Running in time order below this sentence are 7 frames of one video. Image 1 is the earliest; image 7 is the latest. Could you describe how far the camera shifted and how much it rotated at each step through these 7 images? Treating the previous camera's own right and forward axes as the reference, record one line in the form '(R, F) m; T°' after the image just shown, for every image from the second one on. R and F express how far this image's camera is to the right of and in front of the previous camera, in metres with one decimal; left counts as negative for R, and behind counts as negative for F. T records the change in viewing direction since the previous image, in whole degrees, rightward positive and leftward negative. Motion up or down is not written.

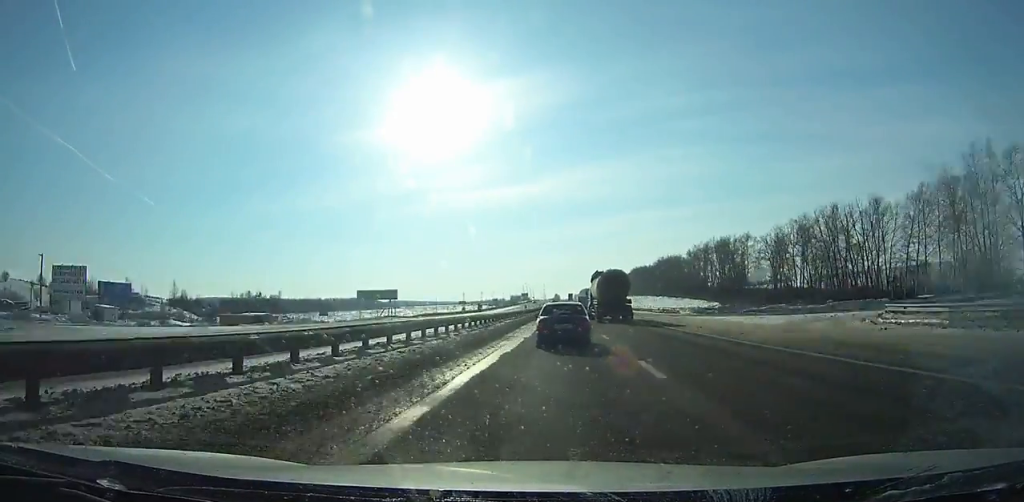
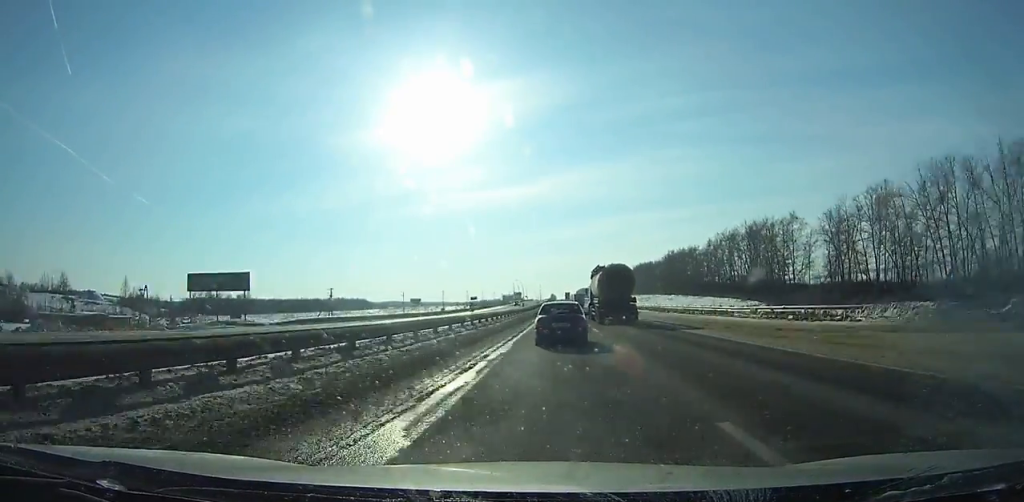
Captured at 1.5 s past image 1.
(+0.2, +42.9) m; 0°
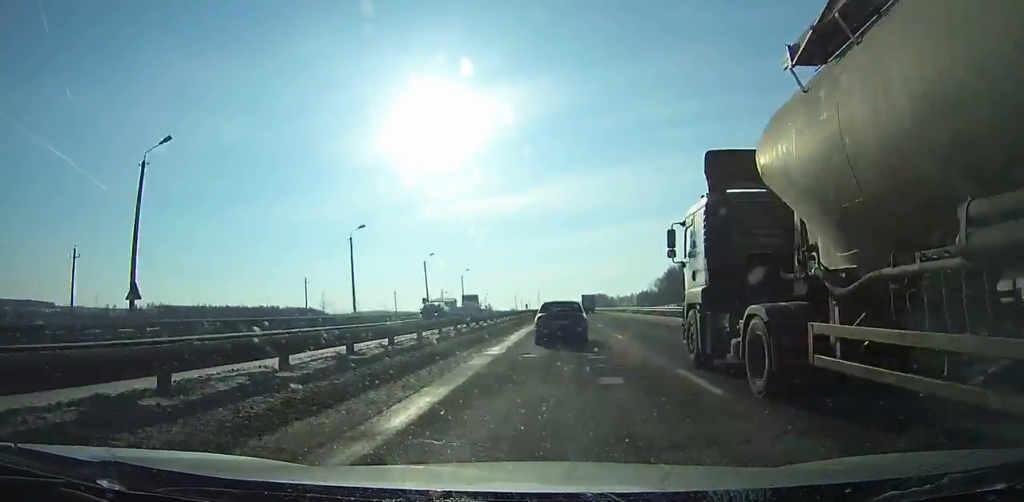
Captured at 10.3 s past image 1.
(+1.1, +254.7) m; 0°
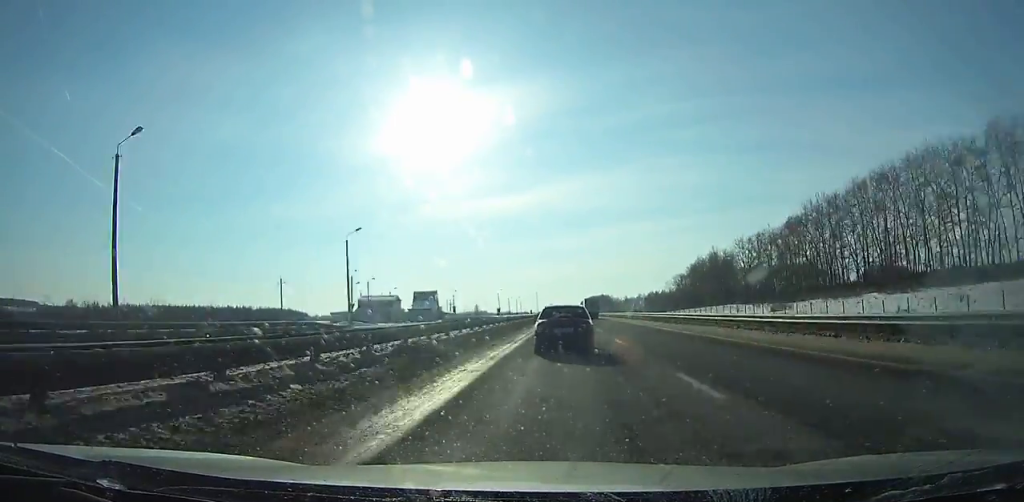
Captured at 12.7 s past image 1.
(0.0, +70.1) m; 0°
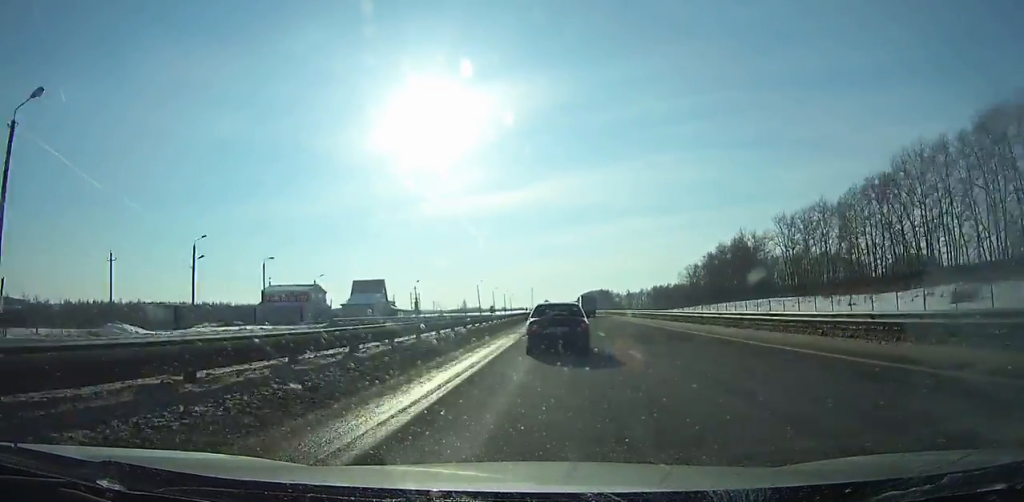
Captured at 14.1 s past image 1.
(0.0, +40.8) m; 0°
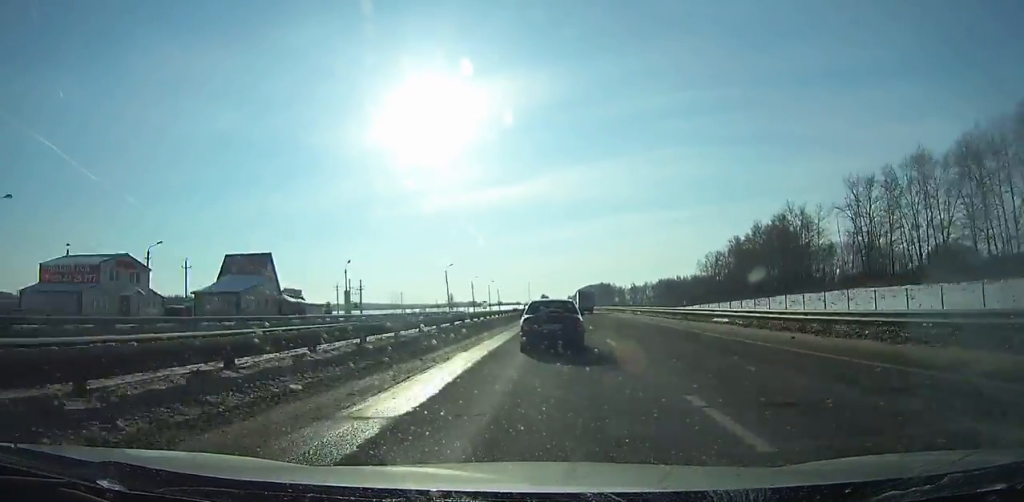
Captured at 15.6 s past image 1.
(0.0, +43.6) m; 0°
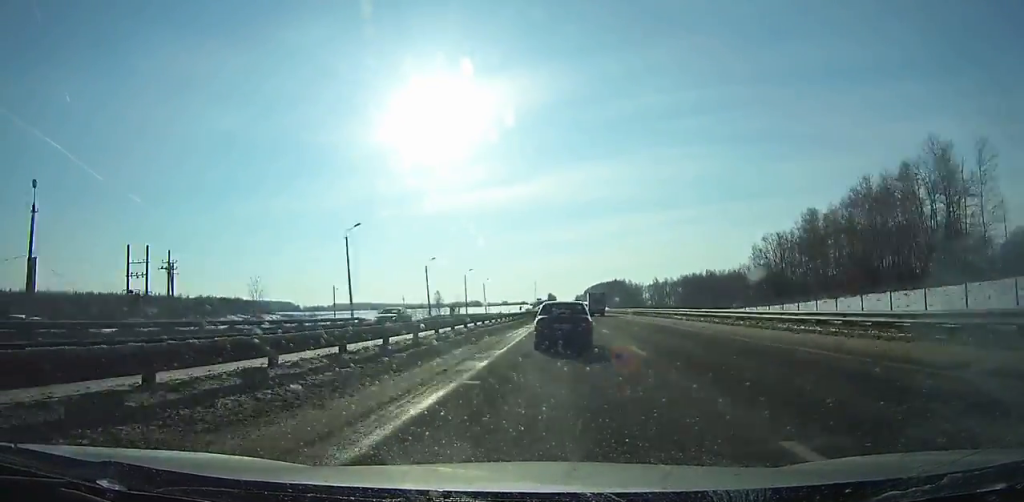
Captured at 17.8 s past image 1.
(-0.1, +64.1) m; 0°
